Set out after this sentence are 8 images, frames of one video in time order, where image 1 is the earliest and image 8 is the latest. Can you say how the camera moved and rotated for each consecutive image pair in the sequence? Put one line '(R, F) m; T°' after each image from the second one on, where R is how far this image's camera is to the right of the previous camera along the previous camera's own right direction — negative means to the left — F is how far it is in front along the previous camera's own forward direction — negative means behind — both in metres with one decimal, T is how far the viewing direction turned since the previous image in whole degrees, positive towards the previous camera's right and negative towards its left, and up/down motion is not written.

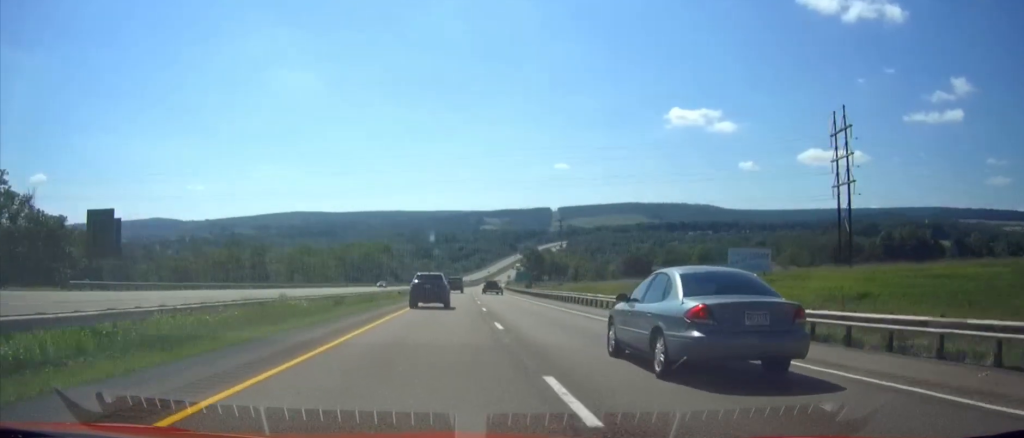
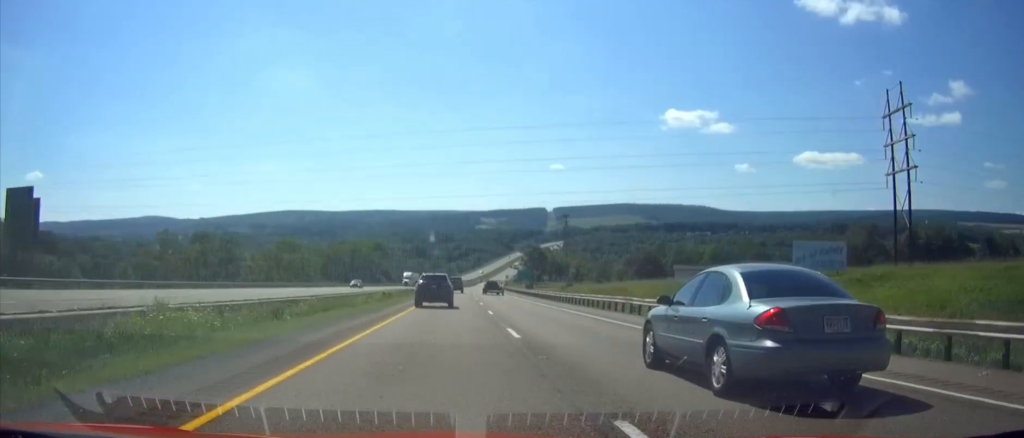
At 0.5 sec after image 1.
(0.0, +14.8) m; 0°
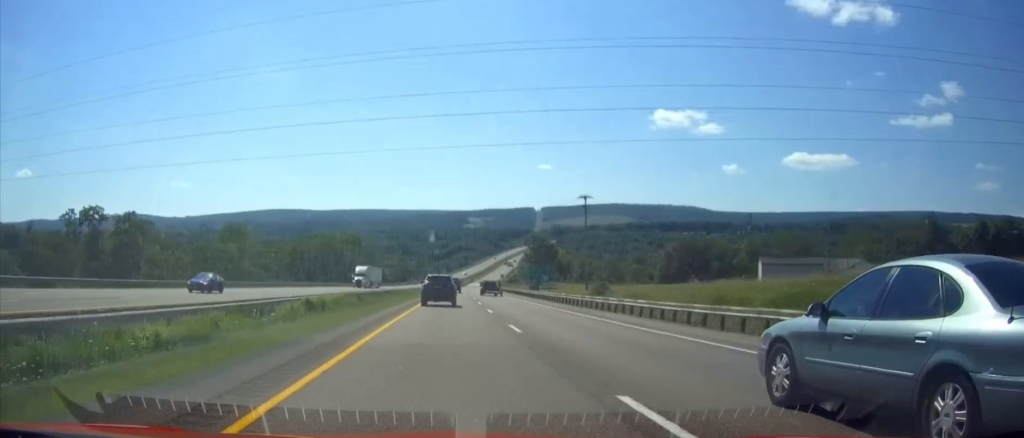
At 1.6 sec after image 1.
(0.0, +34.9) m; 0°
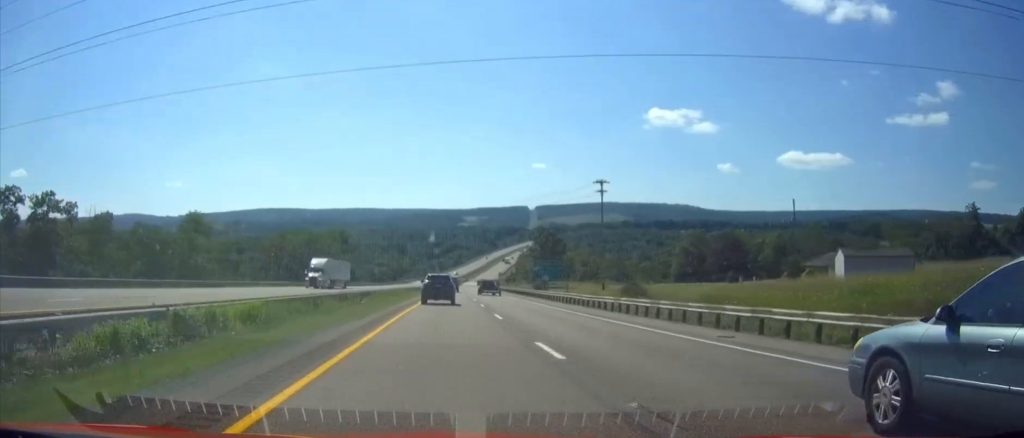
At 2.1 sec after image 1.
(0.0, +18.0) m; 0°
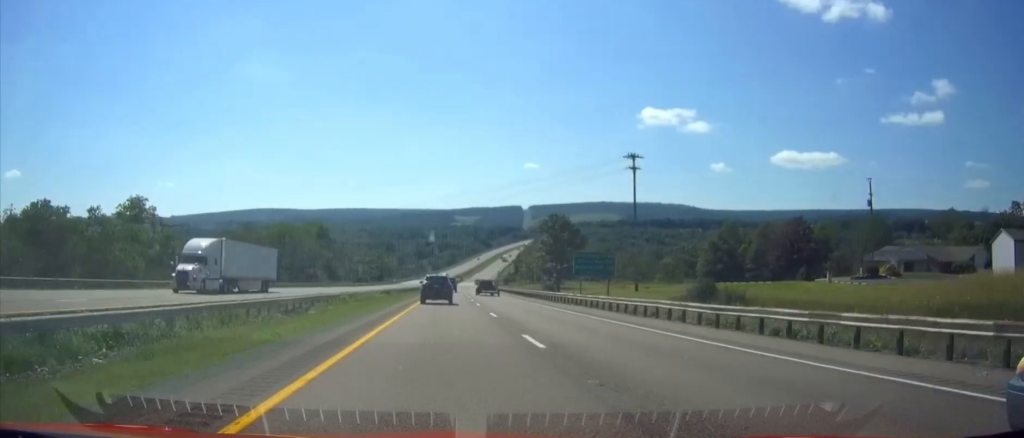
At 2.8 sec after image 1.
(0.0, +22.3) m; 0°
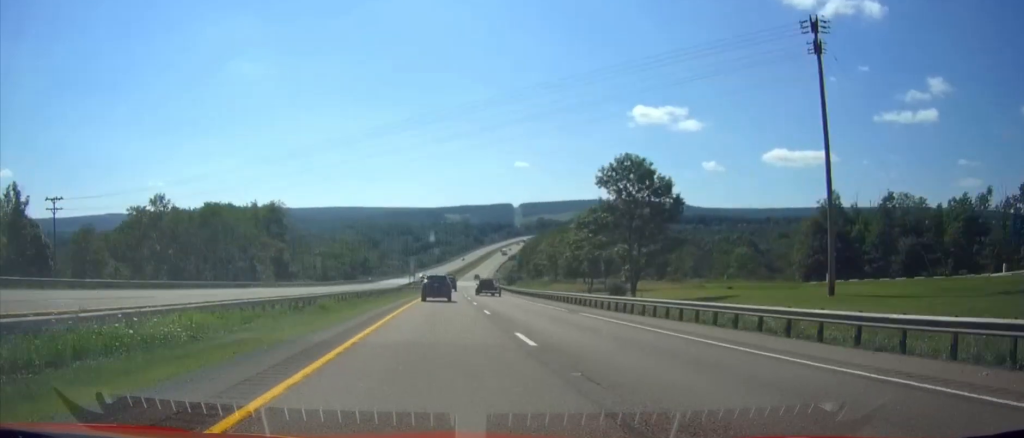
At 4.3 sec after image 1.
(0.0, +47.8) m; 0°
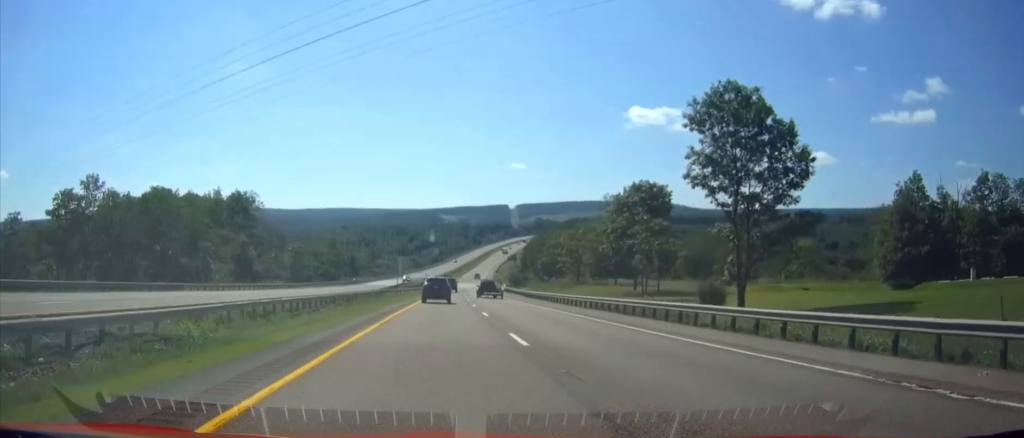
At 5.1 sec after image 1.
(0.0, +23.5) m; 0°
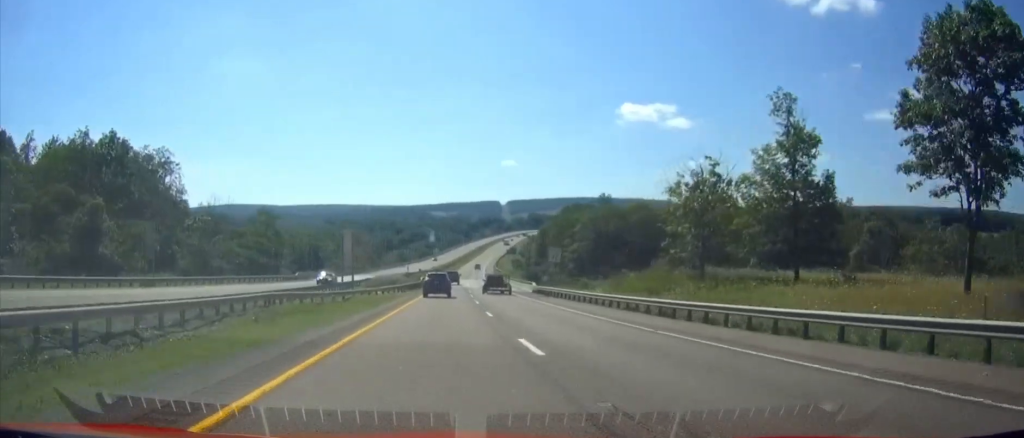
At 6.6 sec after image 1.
(0.0, +50.1) m; 0°
